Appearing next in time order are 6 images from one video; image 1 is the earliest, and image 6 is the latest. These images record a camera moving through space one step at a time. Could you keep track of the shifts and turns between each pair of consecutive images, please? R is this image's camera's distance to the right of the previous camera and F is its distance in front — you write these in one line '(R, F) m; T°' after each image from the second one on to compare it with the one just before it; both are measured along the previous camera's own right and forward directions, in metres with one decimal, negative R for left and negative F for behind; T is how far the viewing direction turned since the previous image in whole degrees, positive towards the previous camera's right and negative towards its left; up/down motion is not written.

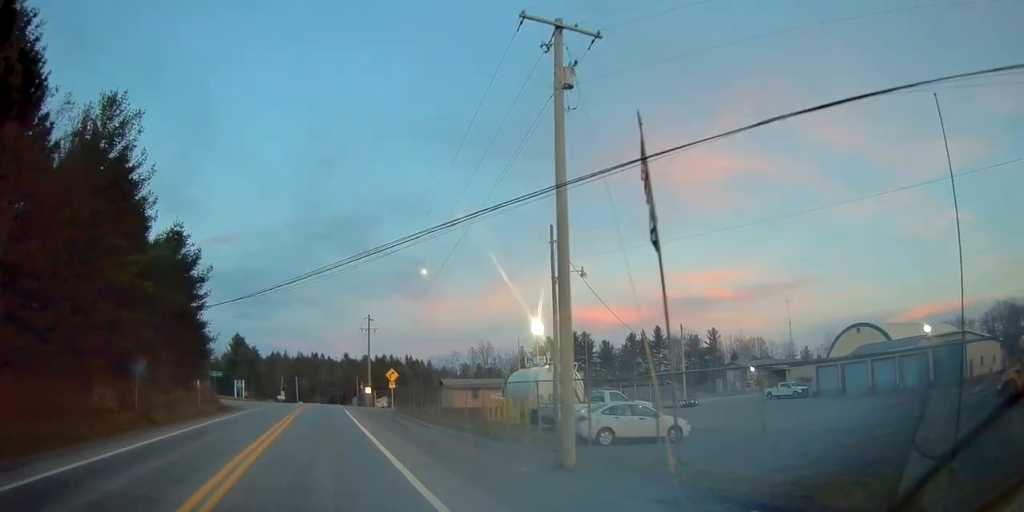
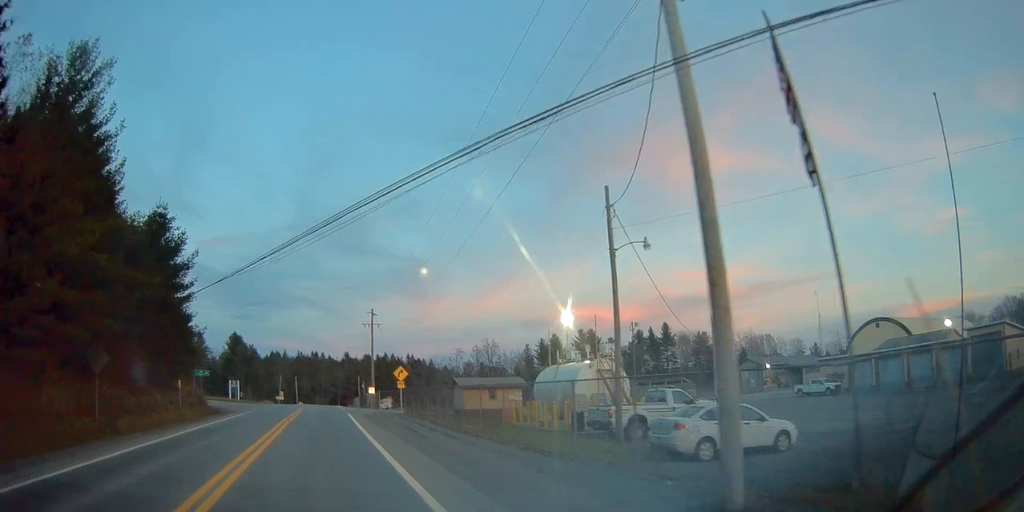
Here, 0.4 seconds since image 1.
(0.0, +5.4) m; 0°
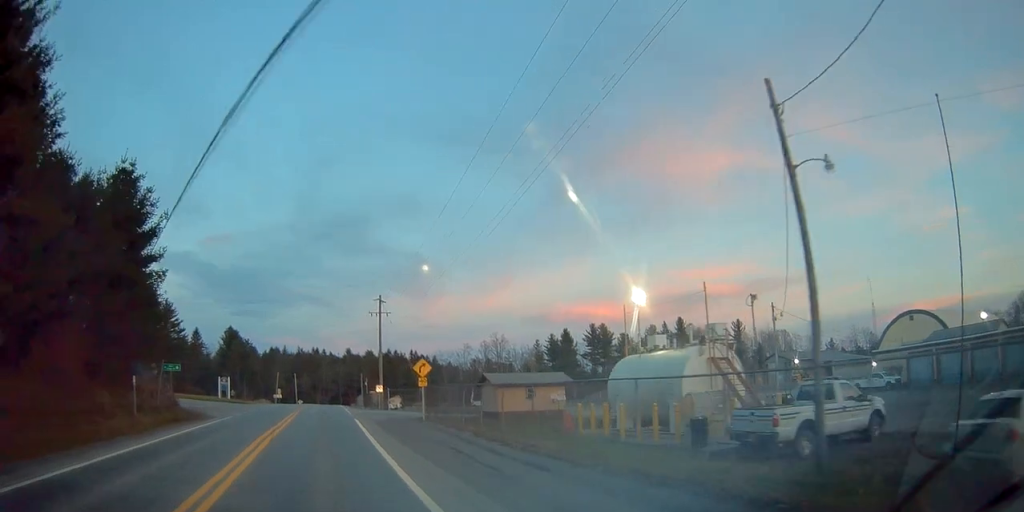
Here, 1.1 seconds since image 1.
(+0.1, +9.0) m; 0°
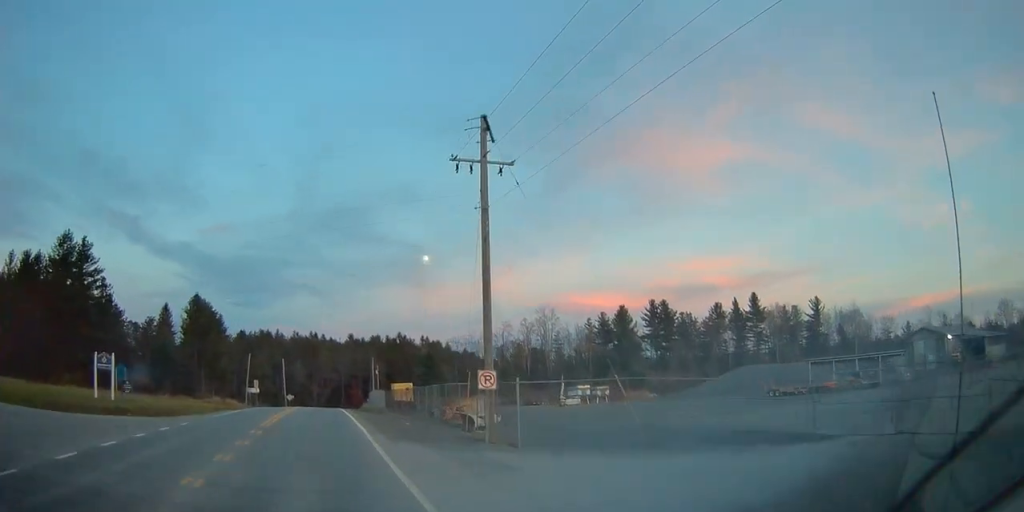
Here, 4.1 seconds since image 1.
(-0.2, +40.8) m; 0°
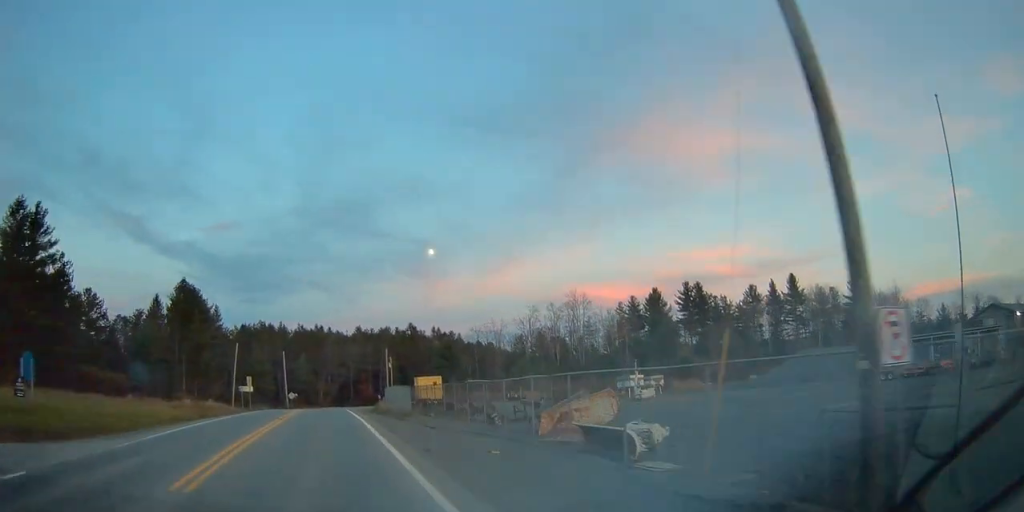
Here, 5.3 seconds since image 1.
(-0.2, +15.0) m; -1°
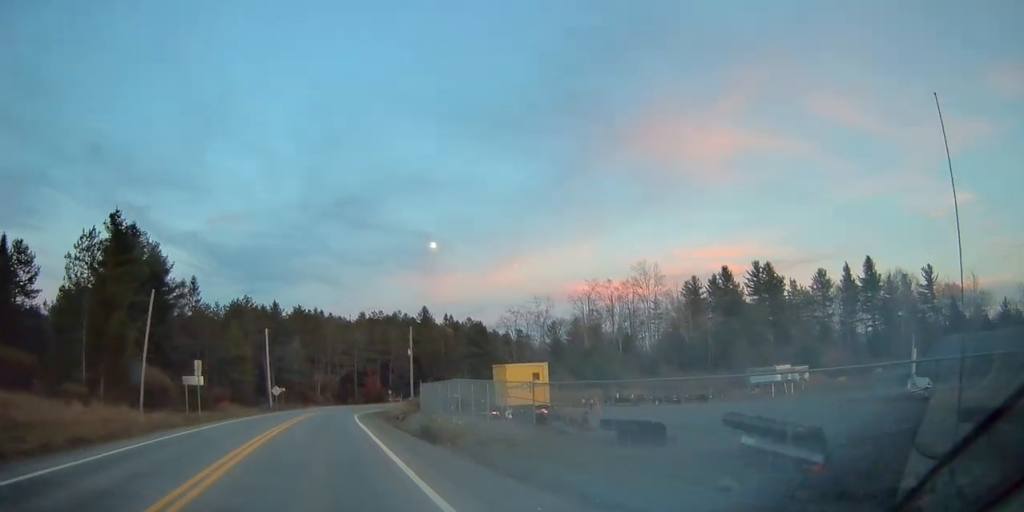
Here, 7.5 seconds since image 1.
(-0.1, +29.1) m; -1°
